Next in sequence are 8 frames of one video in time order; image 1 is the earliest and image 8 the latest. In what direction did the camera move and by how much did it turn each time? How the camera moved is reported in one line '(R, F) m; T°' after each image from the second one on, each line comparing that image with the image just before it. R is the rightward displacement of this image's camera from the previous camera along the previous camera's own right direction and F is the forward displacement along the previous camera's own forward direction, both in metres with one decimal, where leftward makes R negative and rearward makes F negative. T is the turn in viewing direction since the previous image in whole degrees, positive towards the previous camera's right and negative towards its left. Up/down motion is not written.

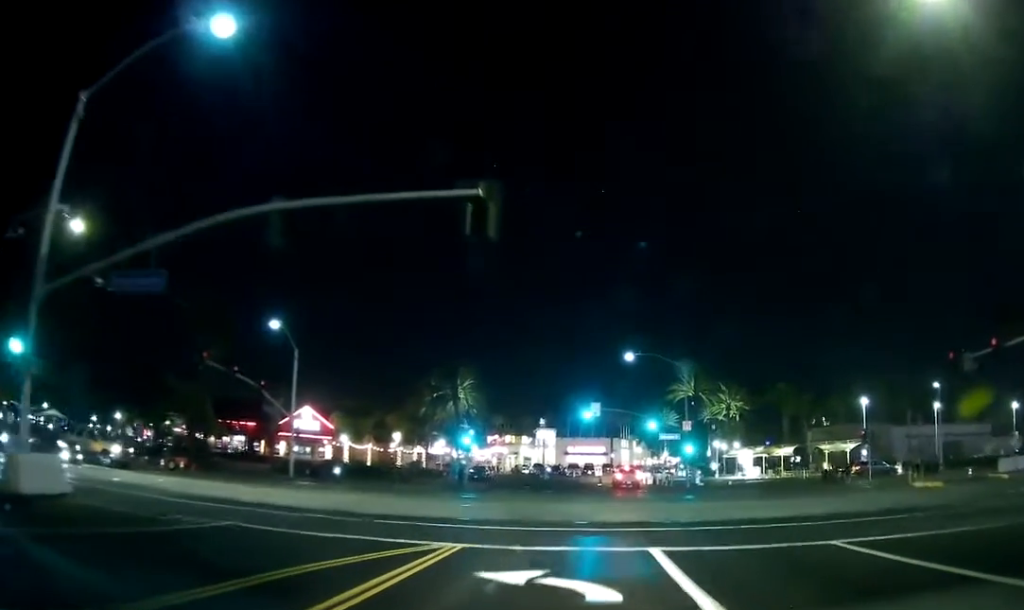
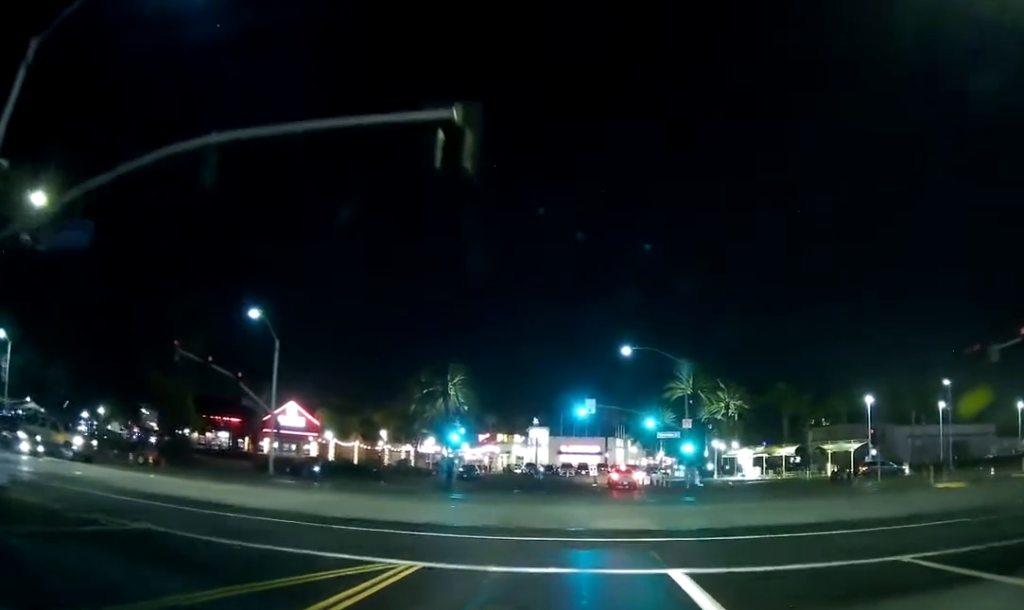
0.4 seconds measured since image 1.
(0.0, +3.5) m; +1°
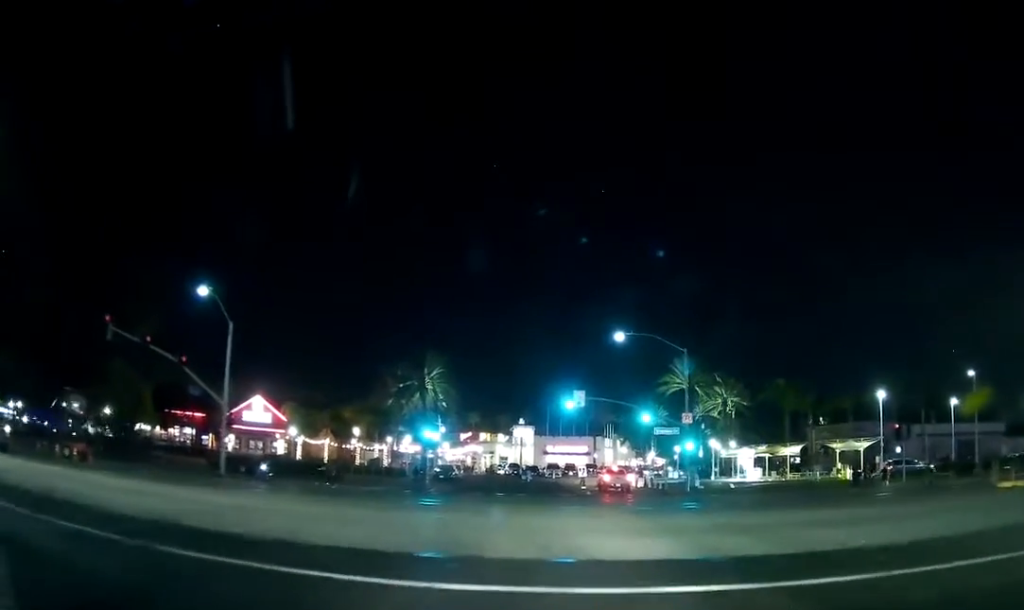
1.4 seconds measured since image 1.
(0.0, +8.0) m; +3°
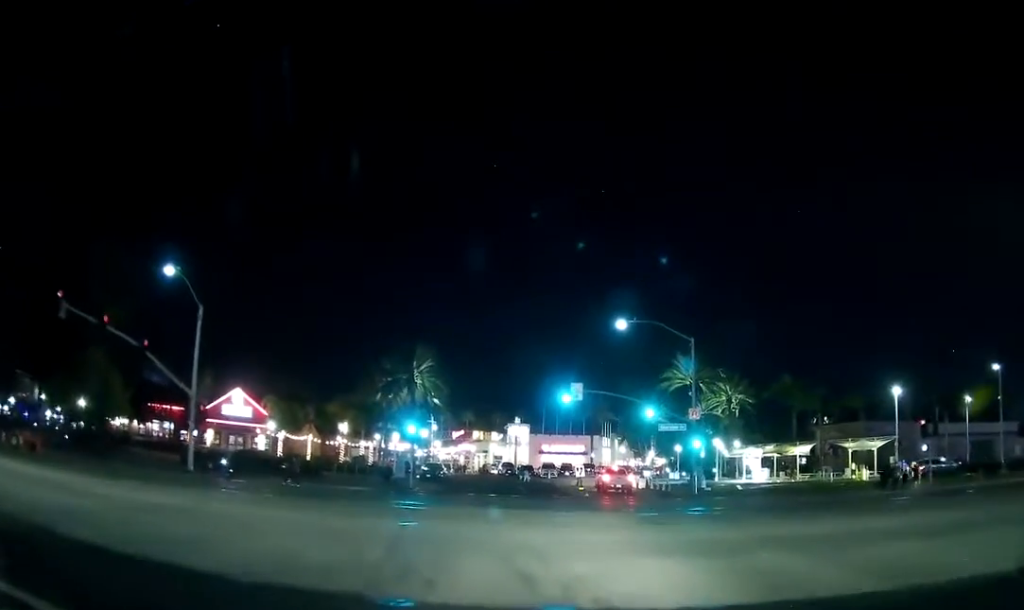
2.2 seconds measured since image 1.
(+0.2, +5.5) m; +3°
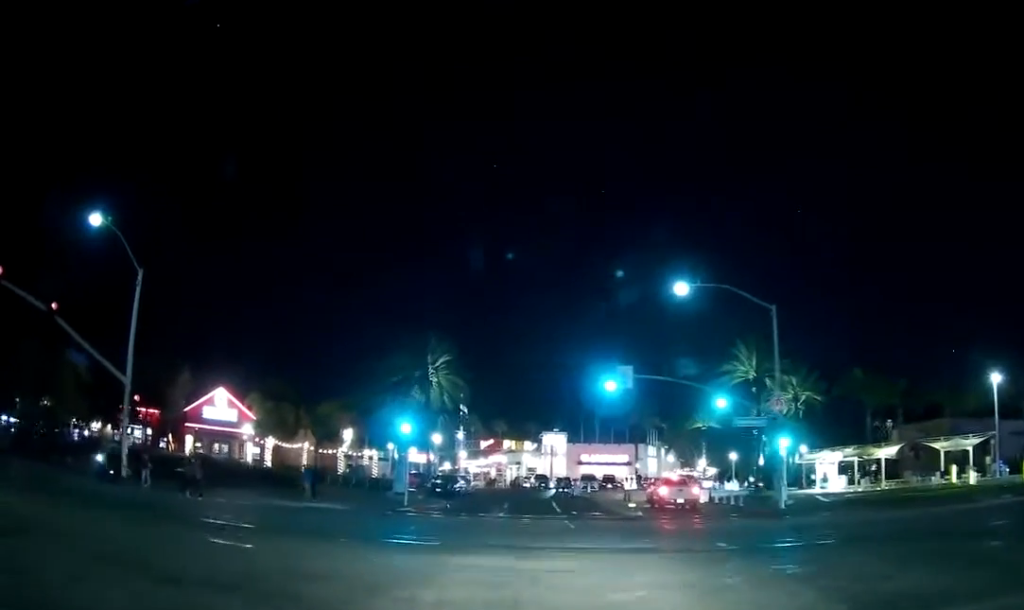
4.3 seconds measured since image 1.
(0.0, +10.8) m; -7°
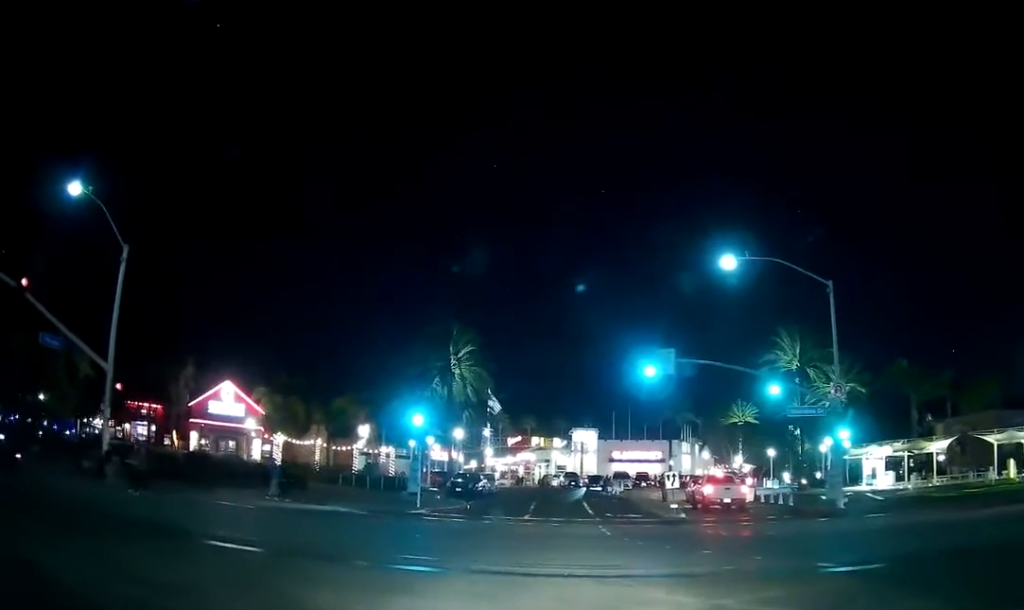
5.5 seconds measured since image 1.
(-0.5, +4.1) m; -5°
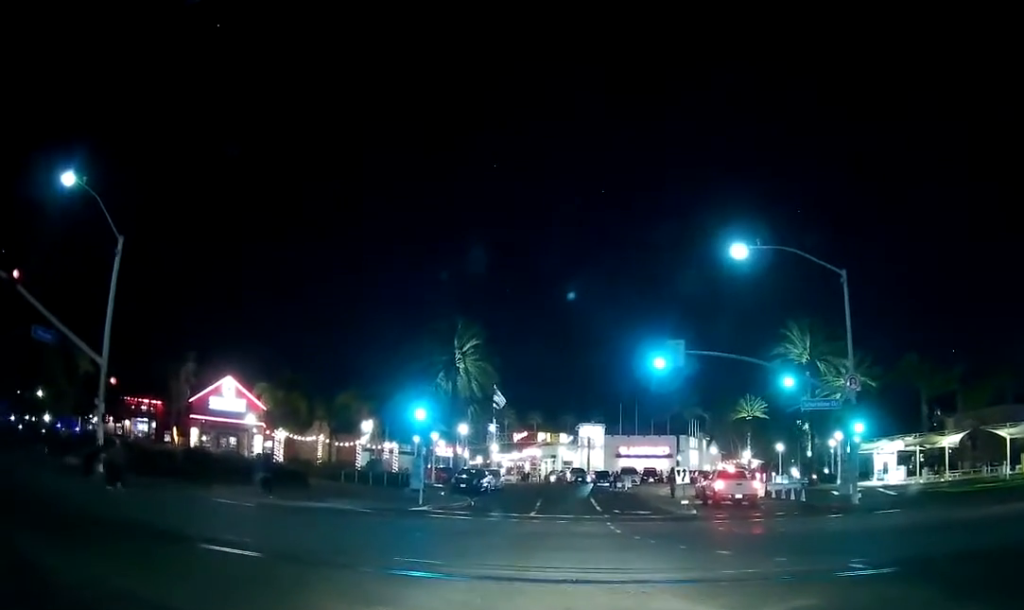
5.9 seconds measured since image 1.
(-0.1, +1.1) m; +3°
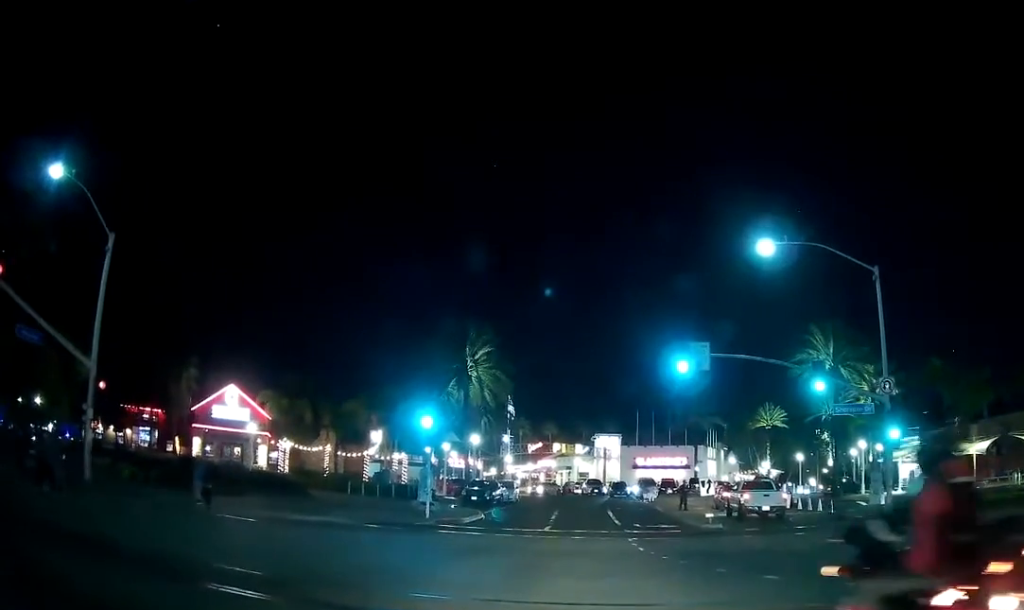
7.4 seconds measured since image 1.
(+0.4, +2.0) m; +2°
